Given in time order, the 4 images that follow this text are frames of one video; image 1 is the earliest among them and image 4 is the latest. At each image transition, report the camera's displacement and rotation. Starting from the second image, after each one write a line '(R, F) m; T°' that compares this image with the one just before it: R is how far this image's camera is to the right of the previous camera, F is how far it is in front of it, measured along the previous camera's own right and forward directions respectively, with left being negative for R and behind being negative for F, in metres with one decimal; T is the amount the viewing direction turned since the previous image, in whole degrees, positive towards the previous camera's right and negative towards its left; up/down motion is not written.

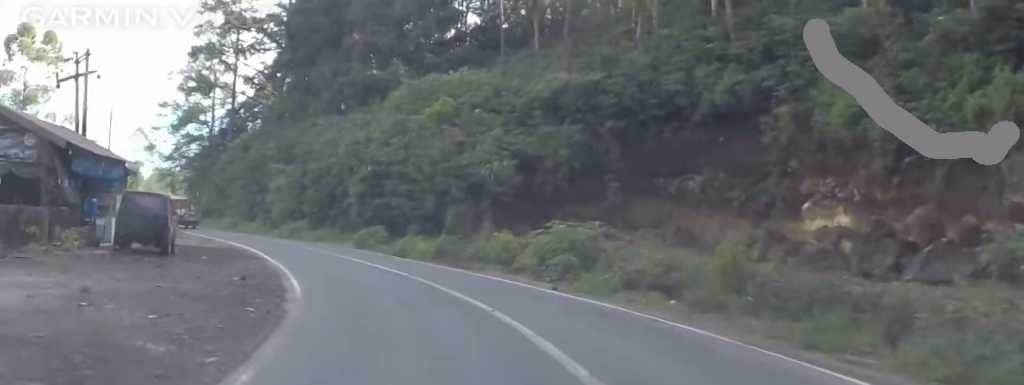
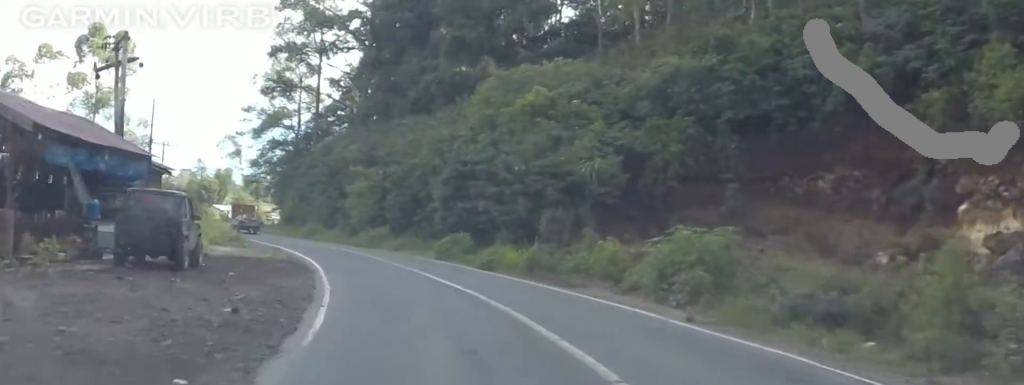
(-0.3, +6.3) m; -8°
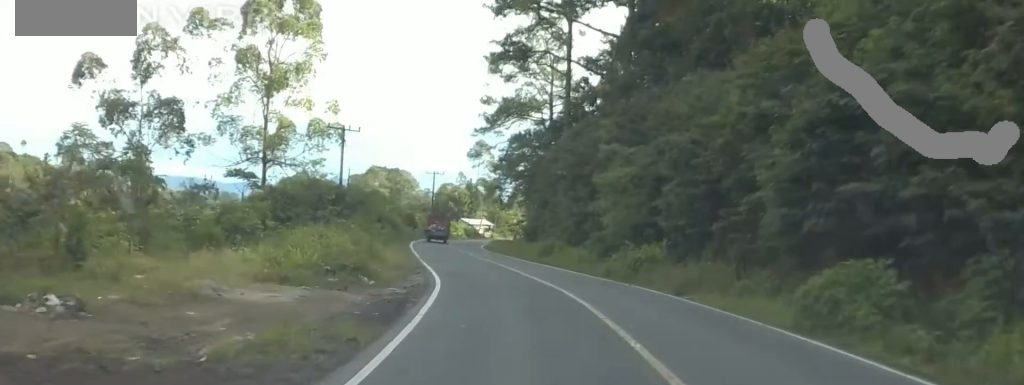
(-3.9, +27.1) m; -15°
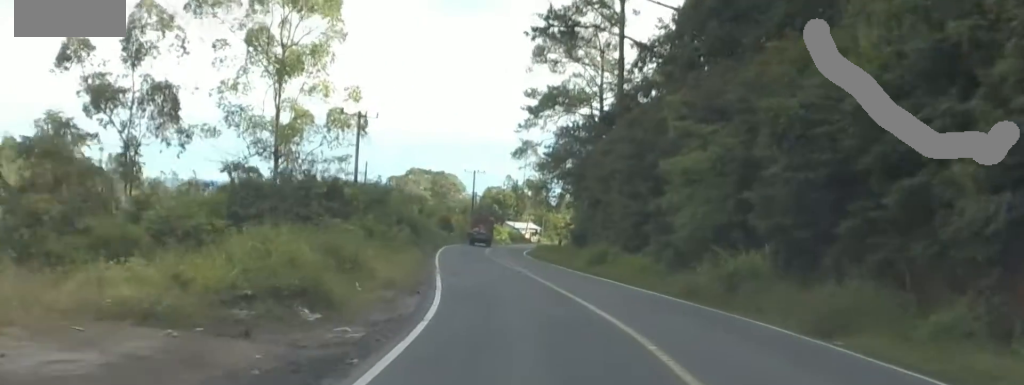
(-0.5, +9.3) m; -5°
